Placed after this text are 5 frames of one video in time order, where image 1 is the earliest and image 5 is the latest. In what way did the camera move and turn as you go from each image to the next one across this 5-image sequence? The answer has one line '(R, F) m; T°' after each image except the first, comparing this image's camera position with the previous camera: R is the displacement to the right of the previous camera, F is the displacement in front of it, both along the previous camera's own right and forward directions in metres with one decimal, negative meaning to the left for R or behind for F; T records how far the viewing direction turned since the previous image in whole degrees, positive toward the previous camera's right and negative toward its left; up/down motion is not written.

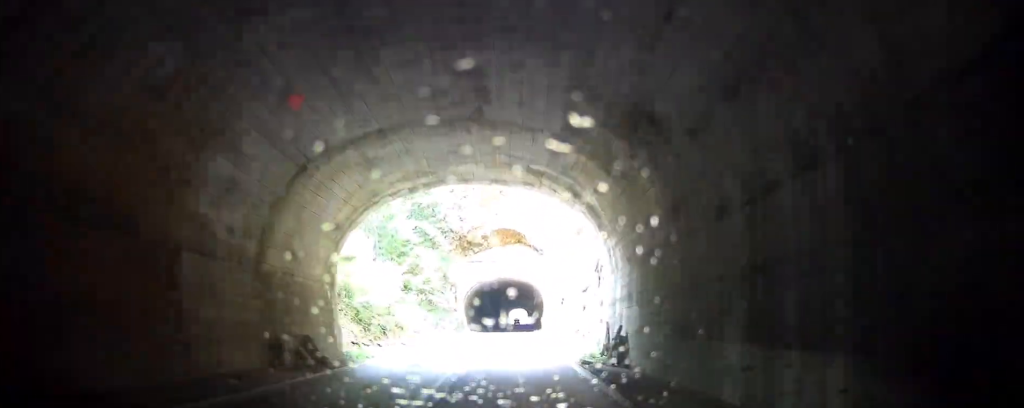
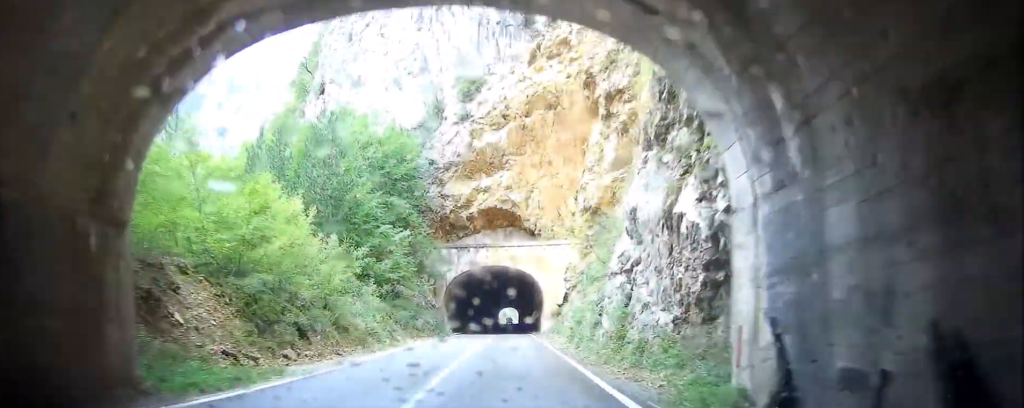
(-0.1, +11.7) m; -1°
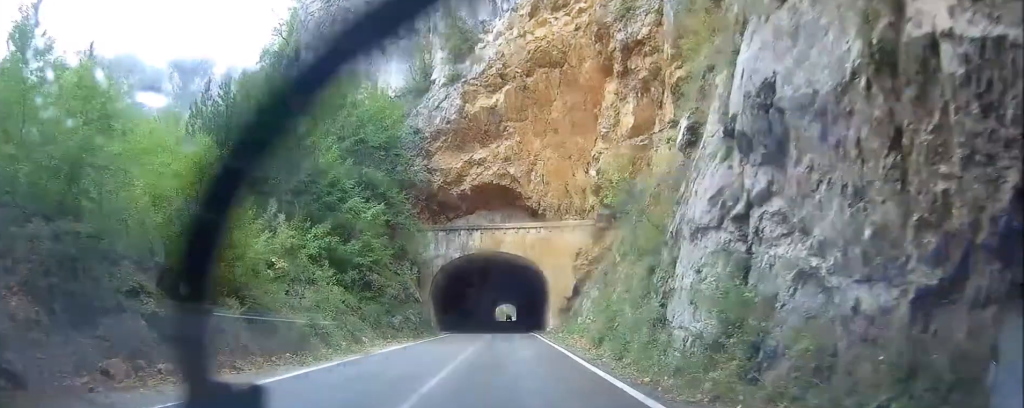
(-0.1, +8.4) m; 0°
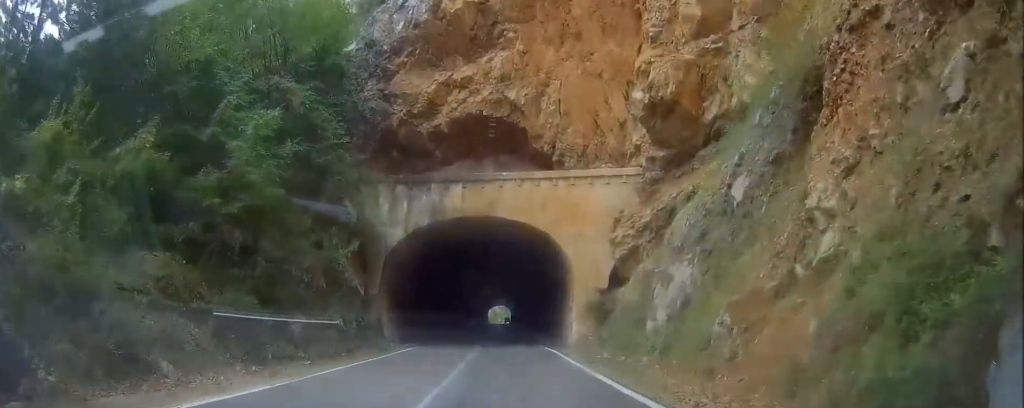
(+0.2, +16.5) m; +1°
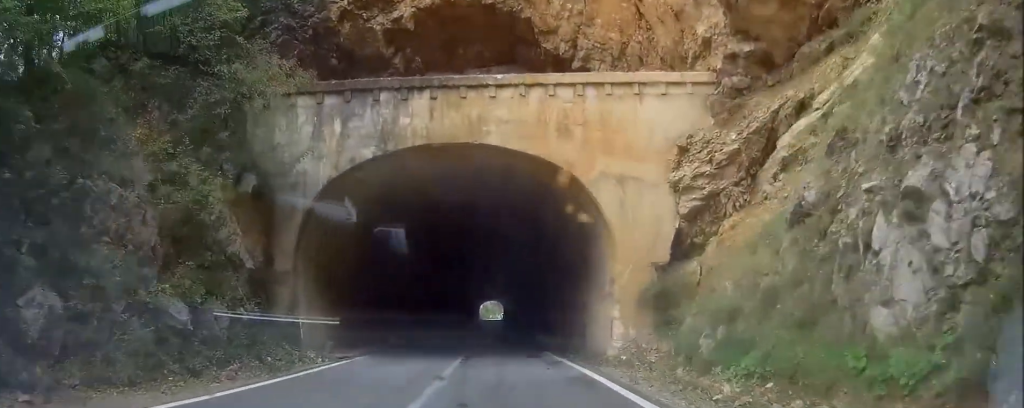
(0.0, +11.3) m; +1°
